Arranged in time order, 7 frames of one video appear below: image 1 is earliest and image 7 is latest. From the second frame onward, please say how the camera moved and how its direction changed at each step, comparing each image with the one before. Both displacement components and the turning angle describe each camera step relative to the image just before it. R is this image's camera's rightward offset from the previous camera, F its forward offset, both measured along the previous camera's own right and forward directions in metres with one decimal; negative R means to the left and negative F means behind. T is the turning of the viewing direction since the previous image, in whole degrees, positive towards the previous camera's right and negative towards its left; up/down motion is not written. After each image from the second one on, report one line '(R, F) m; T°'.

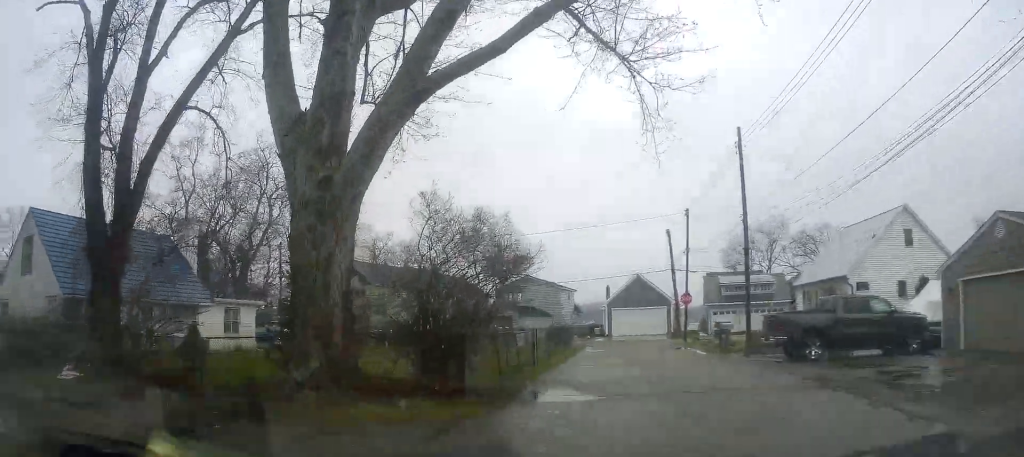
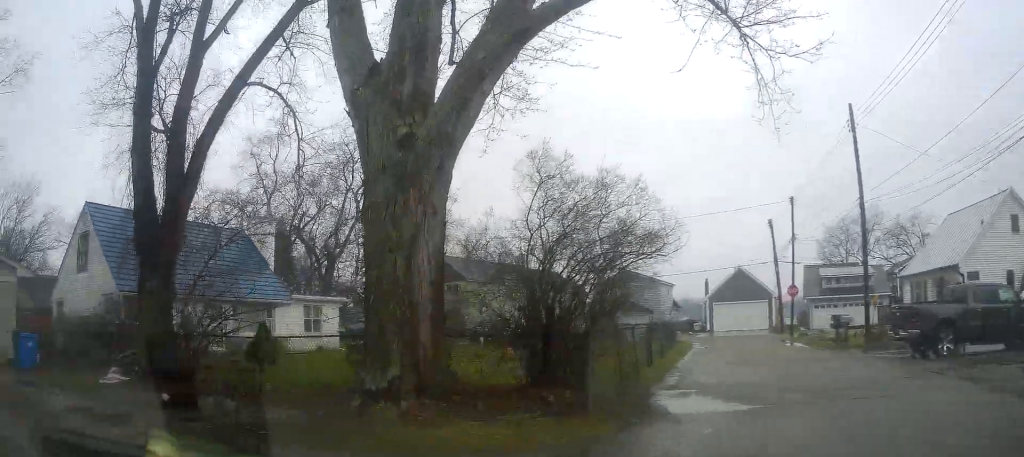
(0.0, +1.9) m; -11°
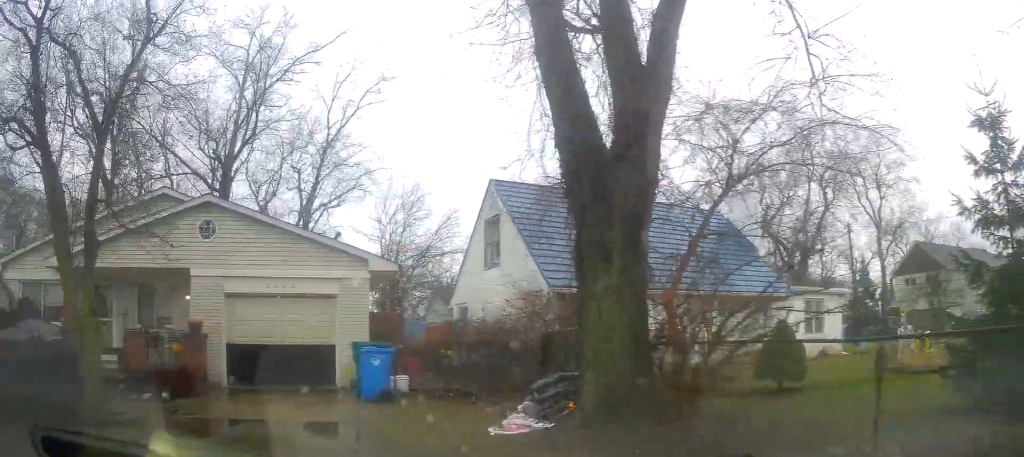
(-2.7, +5.6) m; -48°
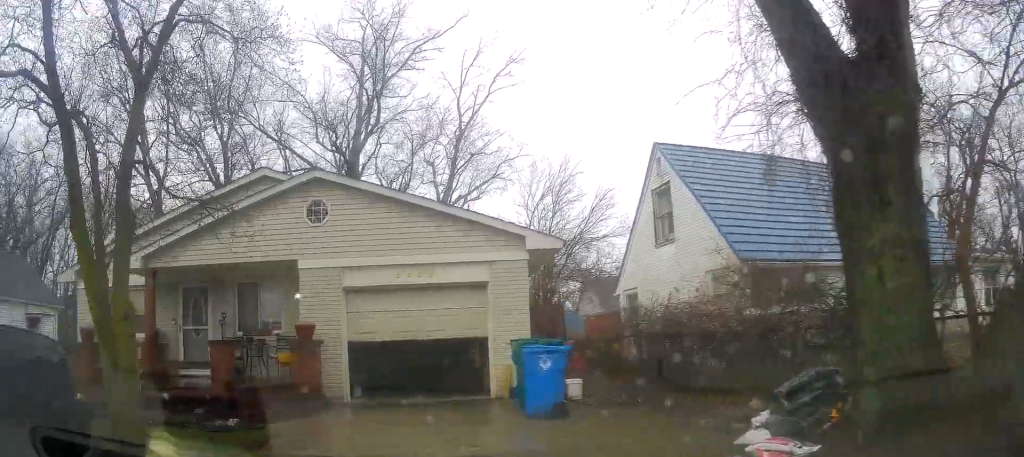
(0.0, +2.5) m; -10°
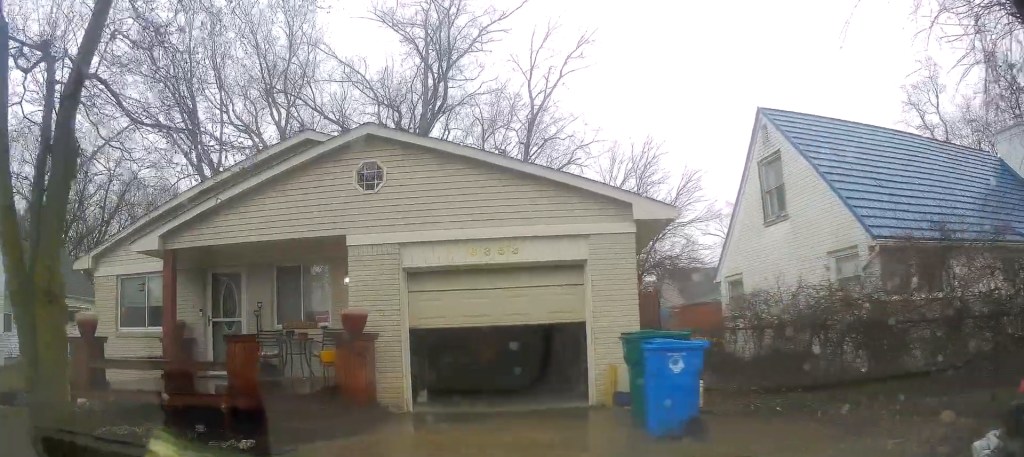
(-0.4, +2.2) m; -5°
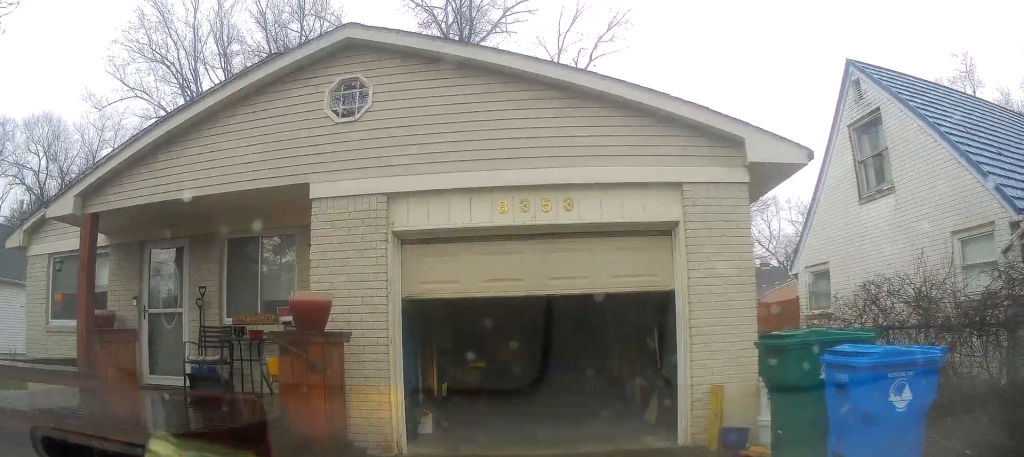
(0.0, +2.4) m; -2°
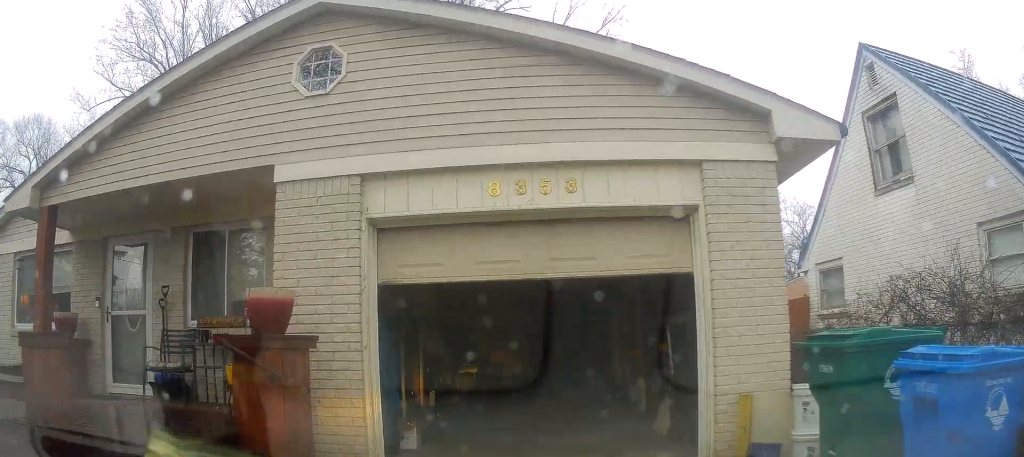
(-0.2, +0.3) m; 0°
